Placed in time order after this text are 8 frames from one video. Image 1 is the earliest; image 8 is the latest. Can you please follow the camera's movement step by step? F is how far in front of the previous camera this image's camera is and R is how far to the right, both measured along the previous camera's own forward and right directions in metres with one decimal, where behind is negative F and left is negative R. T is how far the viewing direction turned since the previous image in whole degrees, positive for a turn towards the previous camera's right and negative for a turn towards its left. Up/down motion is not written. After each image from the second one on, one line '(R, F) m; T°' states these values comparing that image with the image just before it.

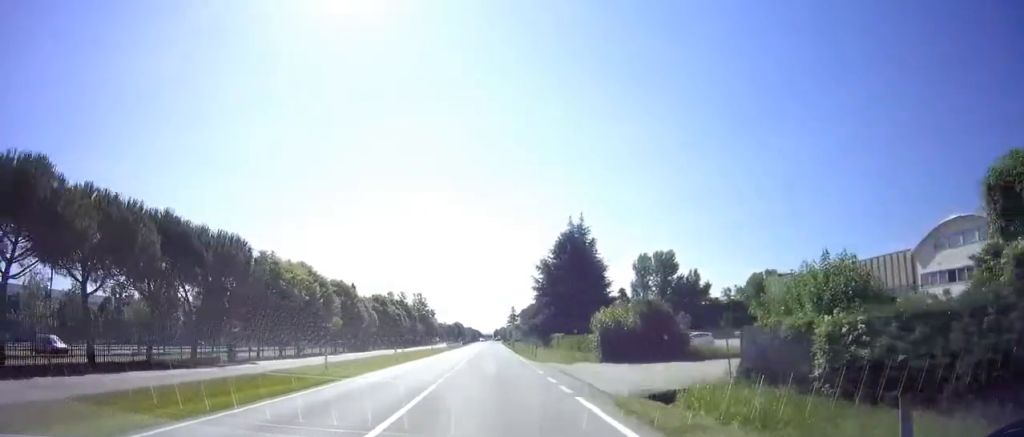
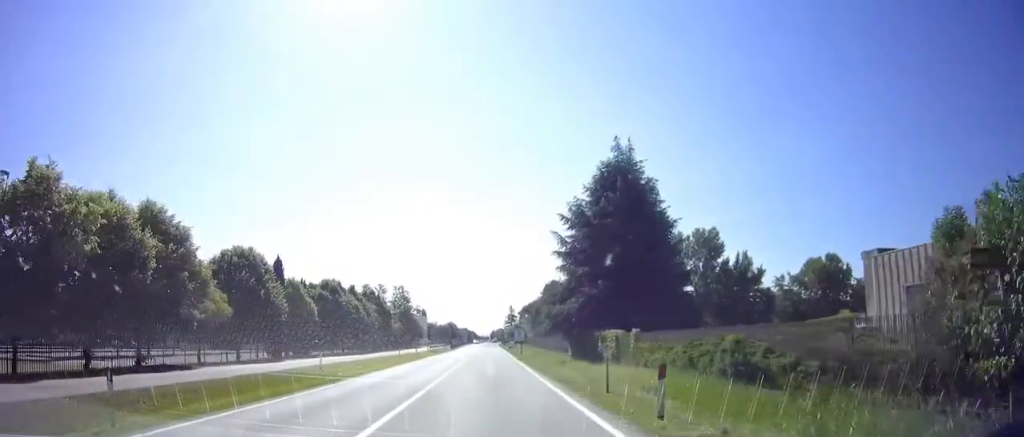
(+0.2, +26.0) m; +1°
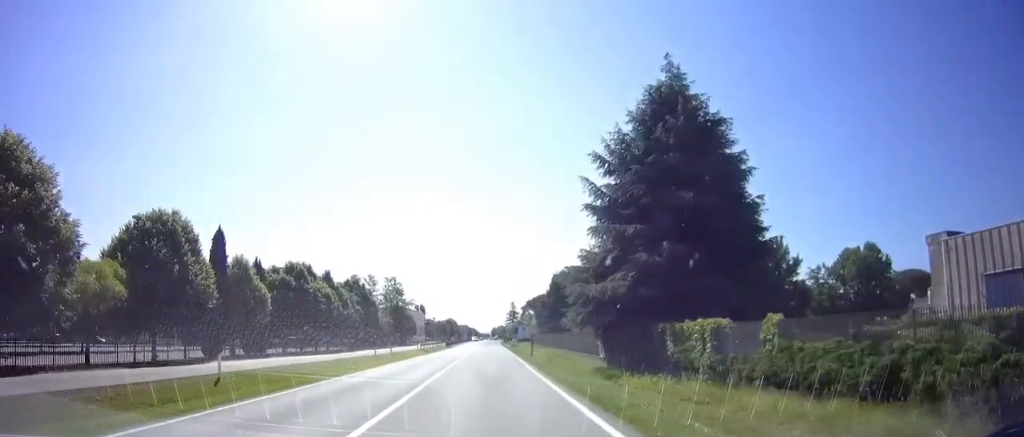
(+0.3, +12.1) m; 0°
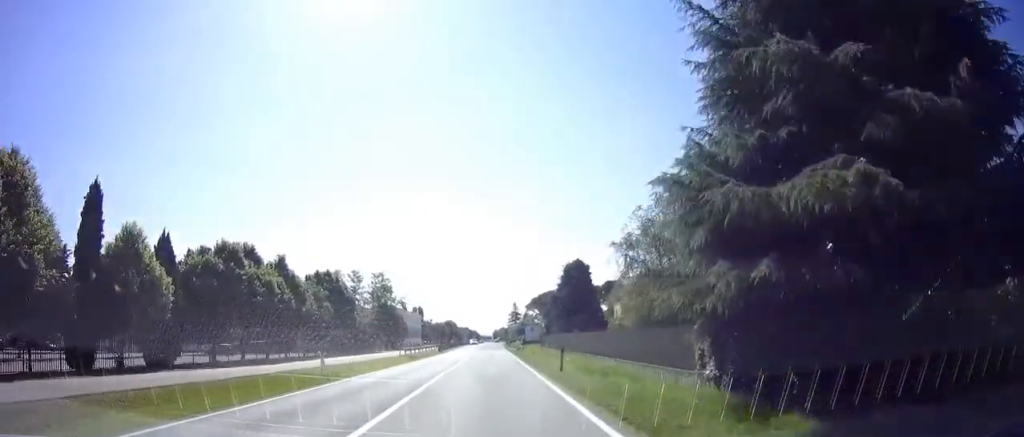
(-0.3, +13.3) m; -1°
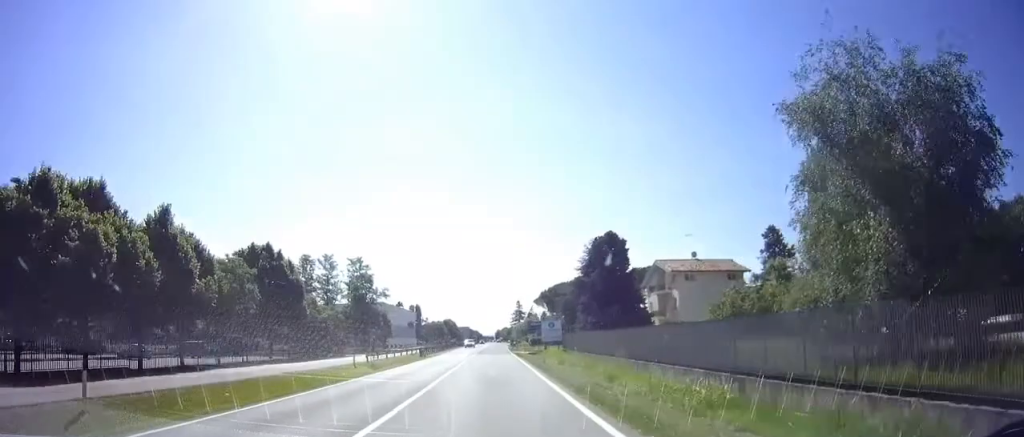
(-0.1, +18.7) m; 0°
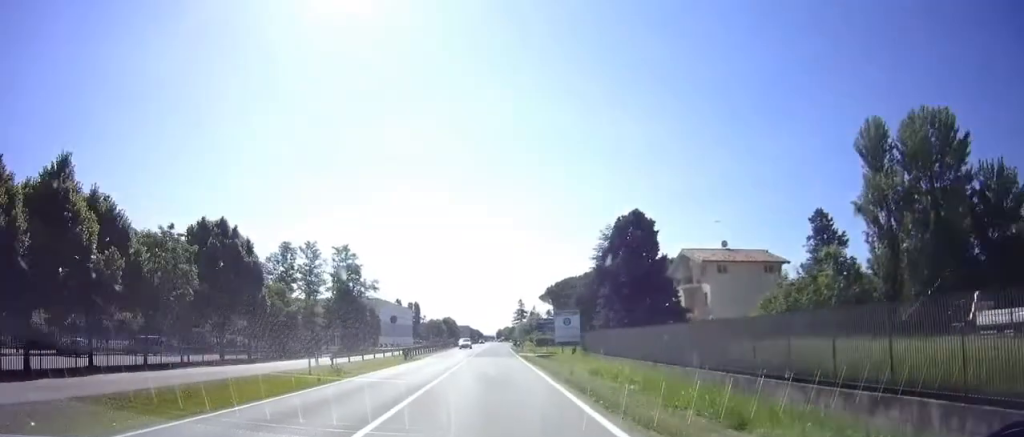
(0.0, +9.7) m; 0°
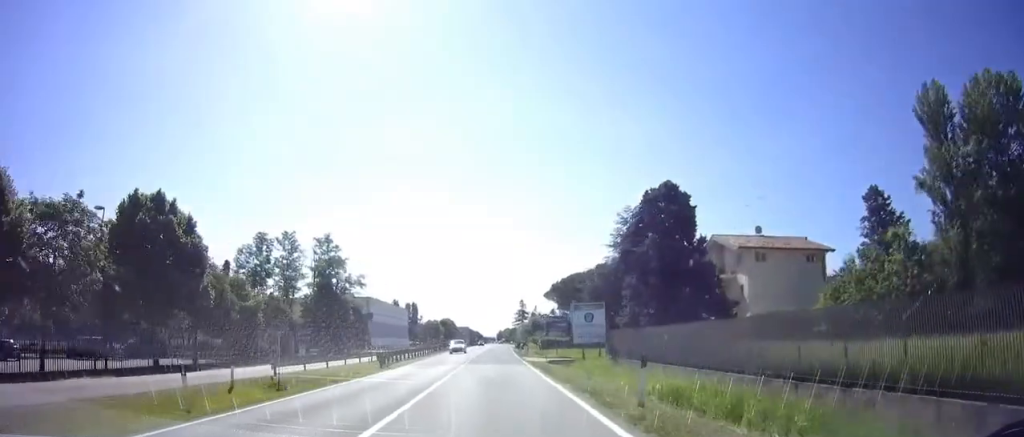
(0.0, +8.4) m; 0°
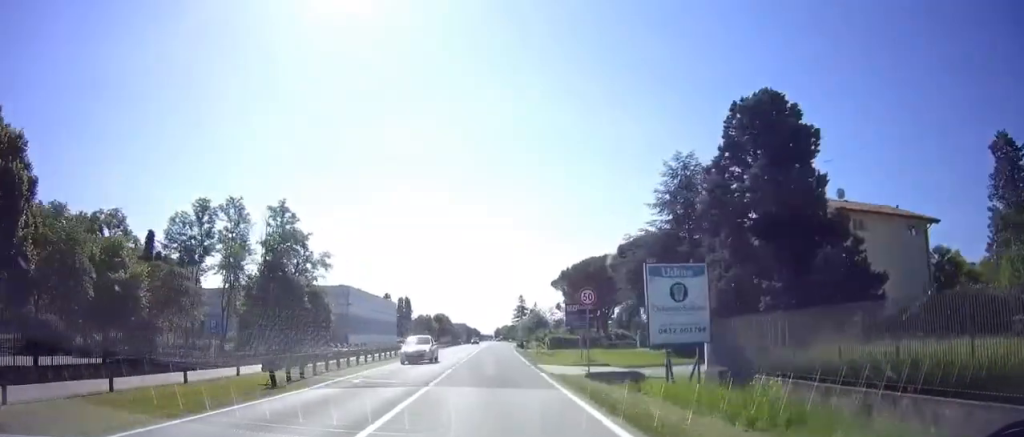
(0.0, +15.1) m; +1°
